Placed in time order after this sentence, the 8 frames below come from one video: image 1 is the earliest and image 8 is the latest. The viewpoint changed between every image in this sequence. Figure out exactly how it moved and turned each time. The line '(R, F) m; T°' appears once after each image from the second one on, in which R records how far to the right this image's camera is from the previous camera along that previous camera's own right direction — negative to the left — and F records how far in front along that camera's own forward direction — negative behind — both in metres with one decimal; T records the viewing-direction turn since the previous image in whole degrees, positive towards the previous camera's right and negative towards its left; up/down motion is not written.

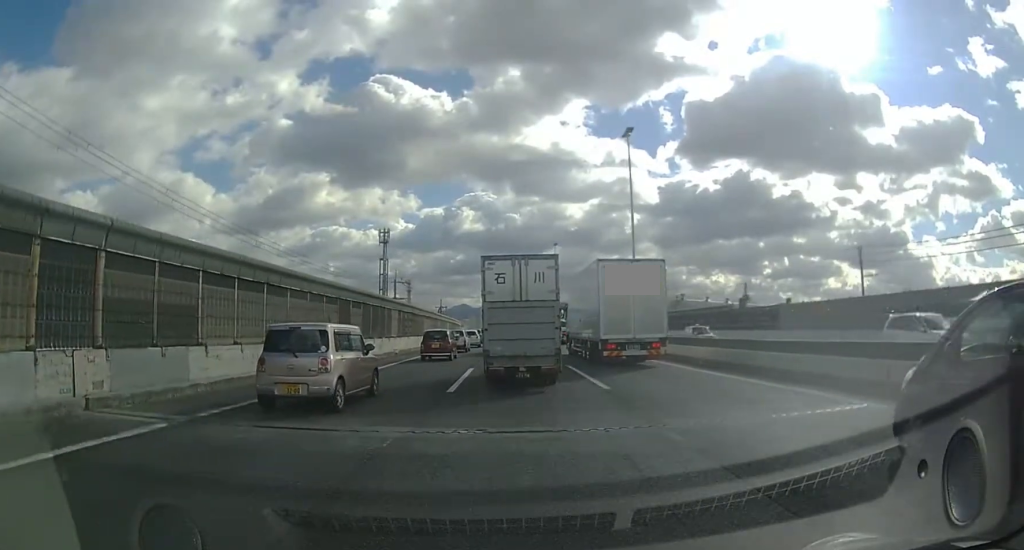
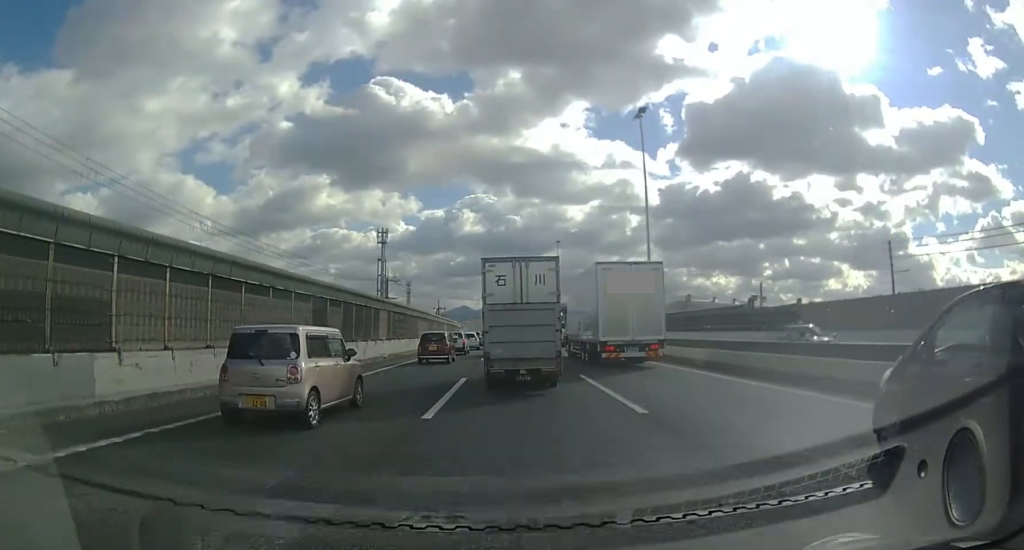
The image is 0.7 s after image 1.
(-0.1, +3.3) m; -1°
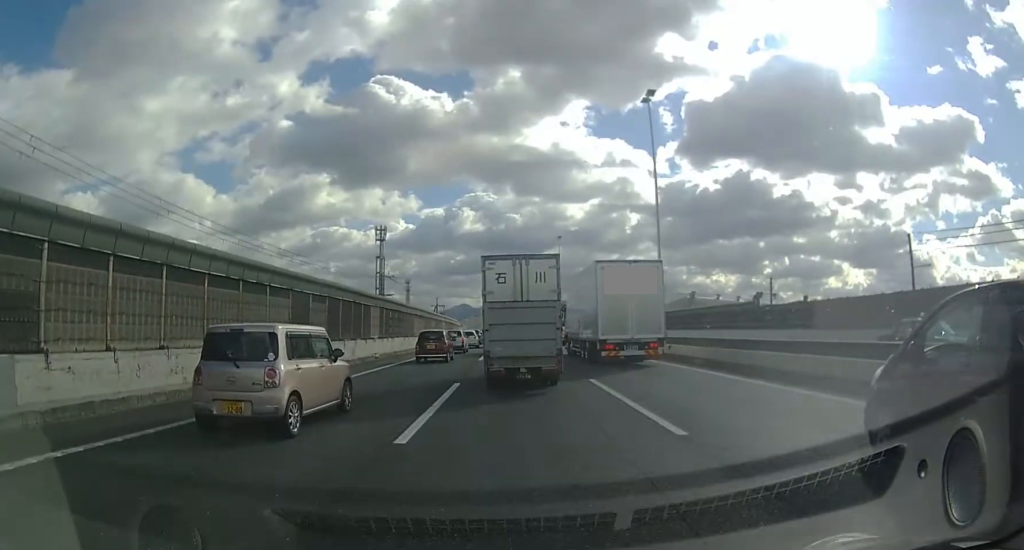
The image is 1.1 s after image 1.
(0.0, +2.1) m; -1°
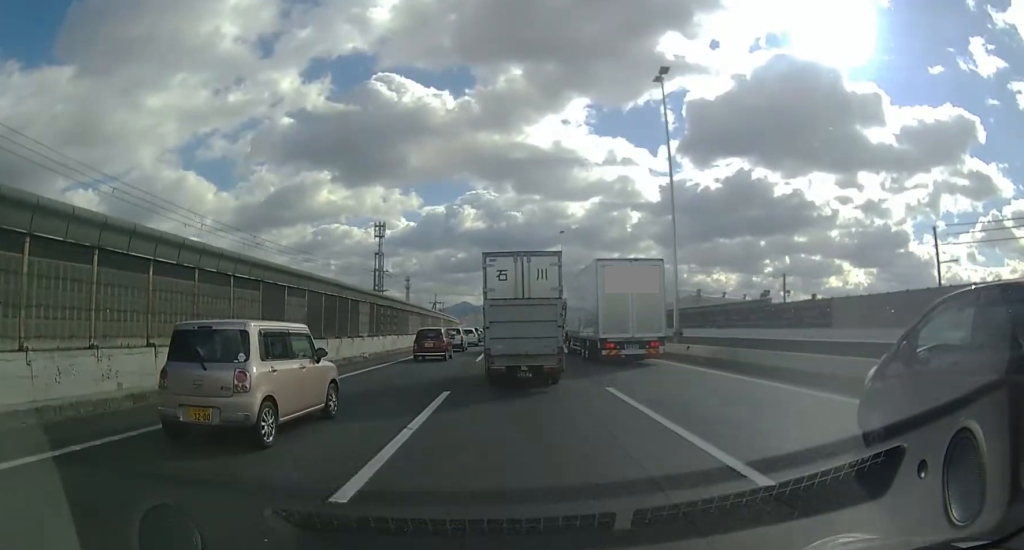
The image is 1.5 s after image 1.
(0.0, +2.3) m; 0°
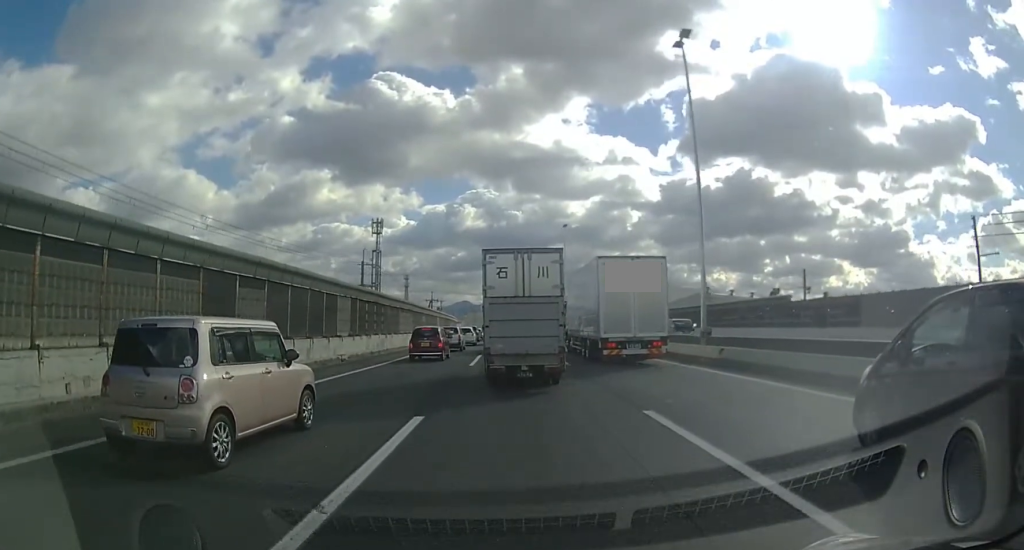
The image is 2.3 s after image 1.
(0.0, +3.8) m; -1°
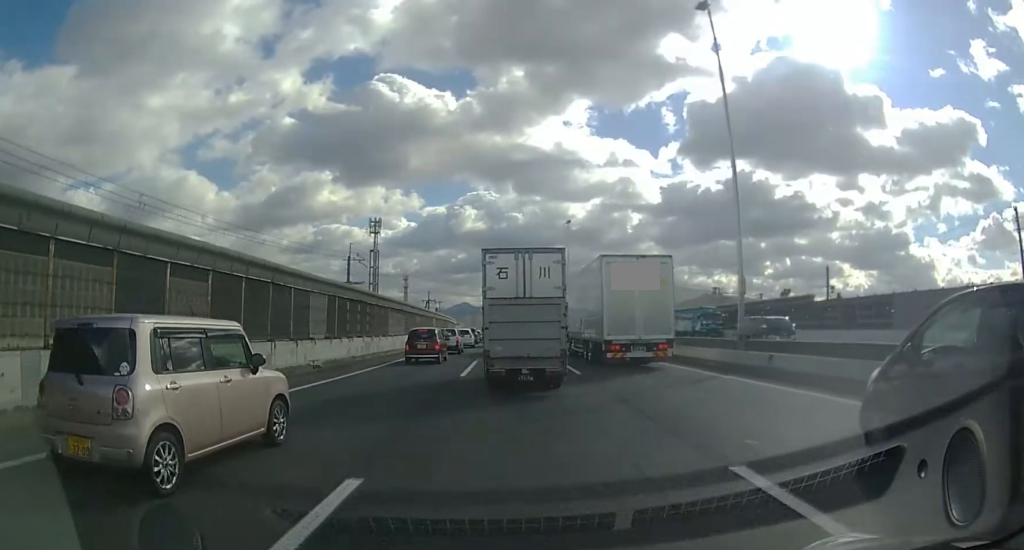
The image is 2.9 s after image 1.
(-0.1, +3.7) m; 0°
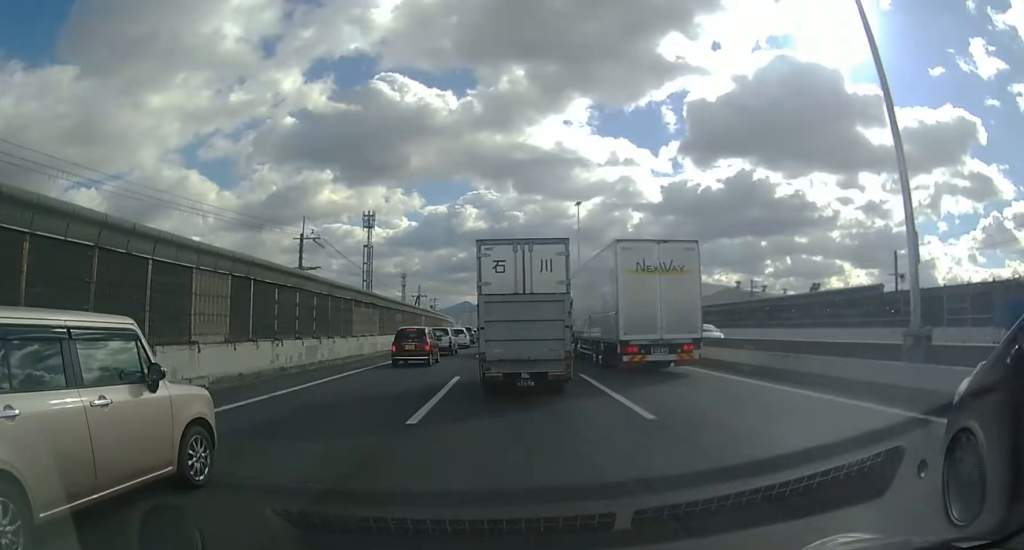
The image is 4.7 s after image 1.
(0.0, +9.1) m; -2°
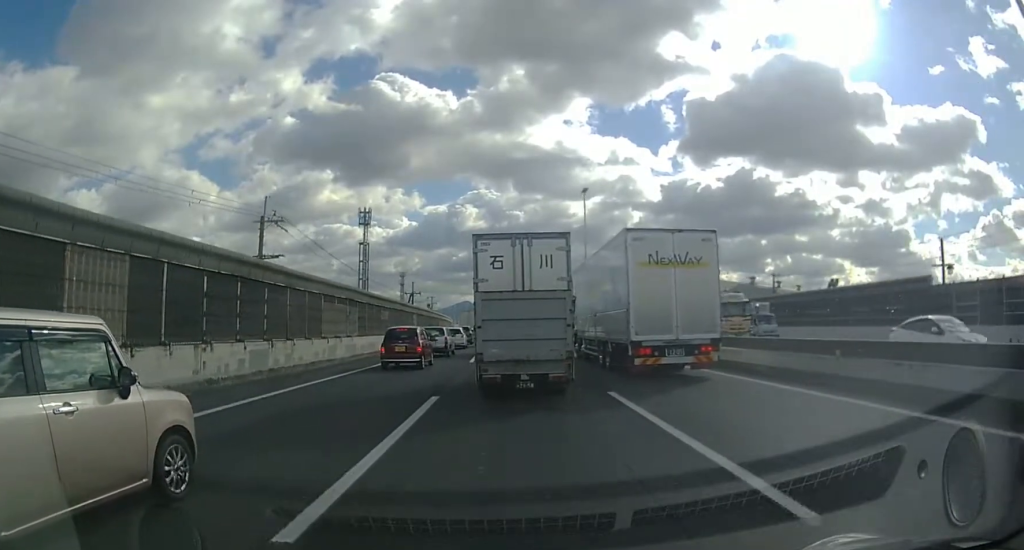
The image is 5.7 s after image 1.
(-0.1, +5.2) m; -1°
